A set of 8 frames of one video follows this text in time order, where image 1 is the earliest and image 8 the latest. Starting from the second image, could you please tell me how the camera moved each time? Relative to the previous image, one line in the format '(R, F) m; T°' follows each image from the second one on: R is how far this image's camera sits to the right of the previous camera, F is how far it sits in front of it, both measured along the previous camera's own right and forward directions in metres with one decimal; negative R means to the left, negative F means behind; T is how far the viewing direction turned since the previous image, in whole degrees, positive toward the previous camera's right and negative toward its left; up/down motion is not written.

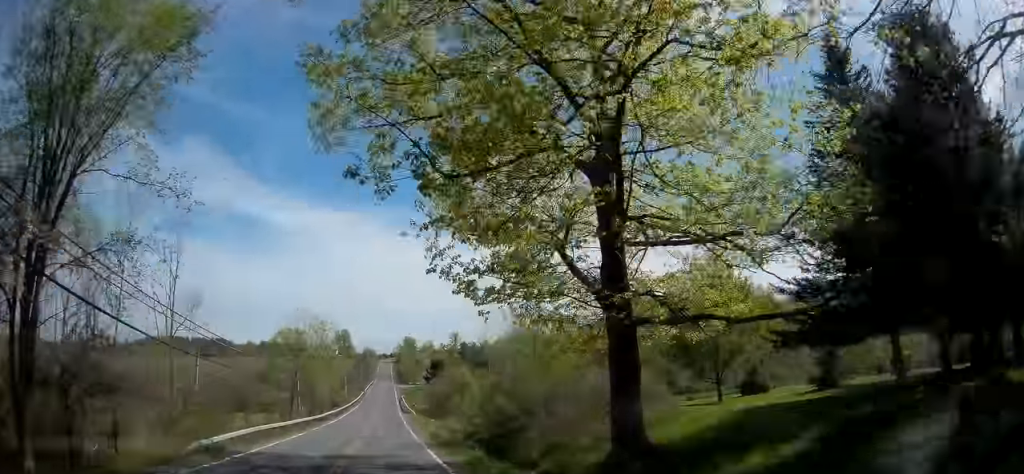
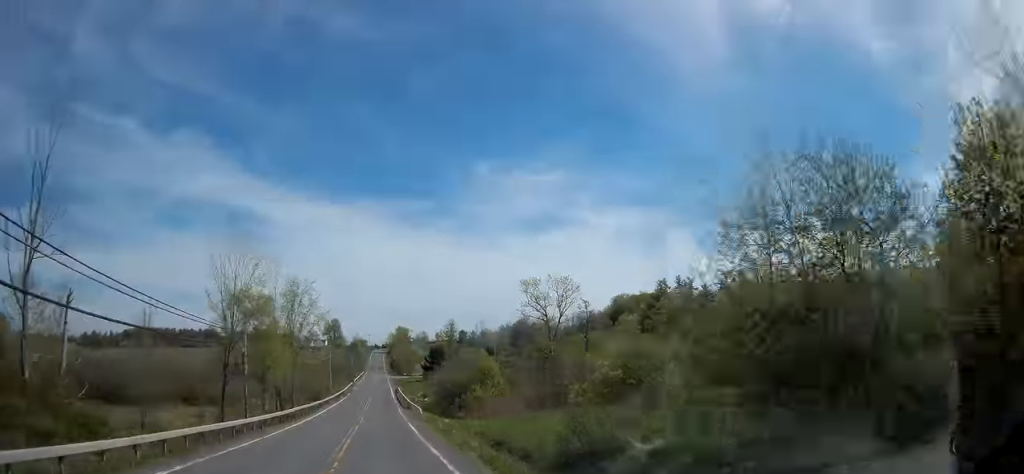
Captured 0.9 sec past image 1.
(0.0, +20.7) m; +1°
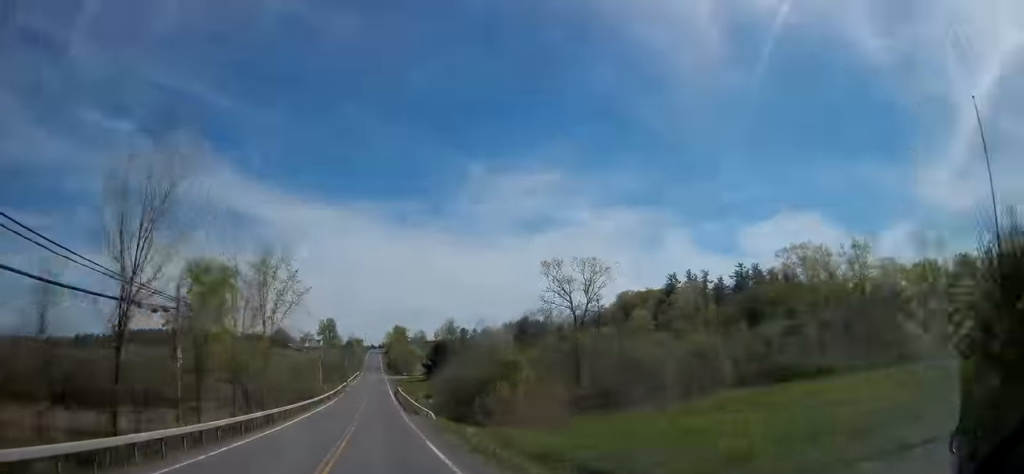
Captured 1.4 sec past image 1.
(-0.1, +12.7) m; 0°
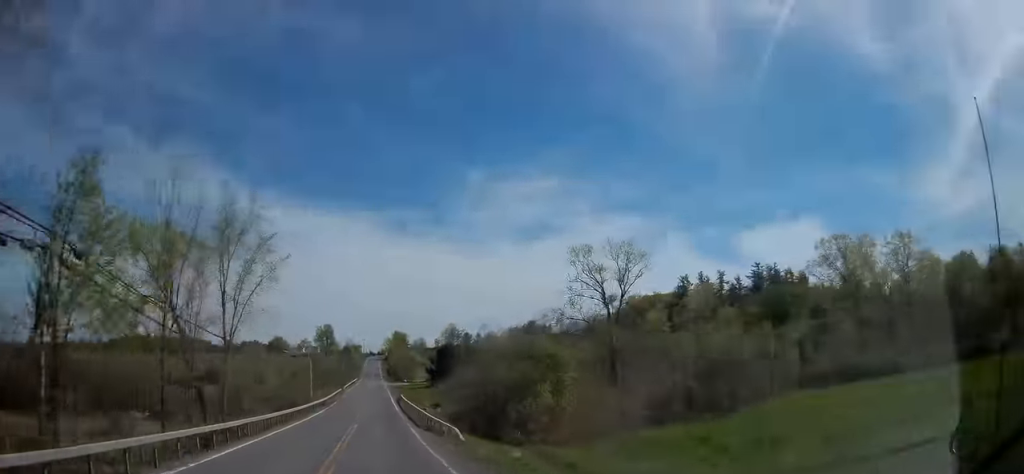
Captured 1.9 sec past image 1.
(+0.2, +11.4) m; 0°
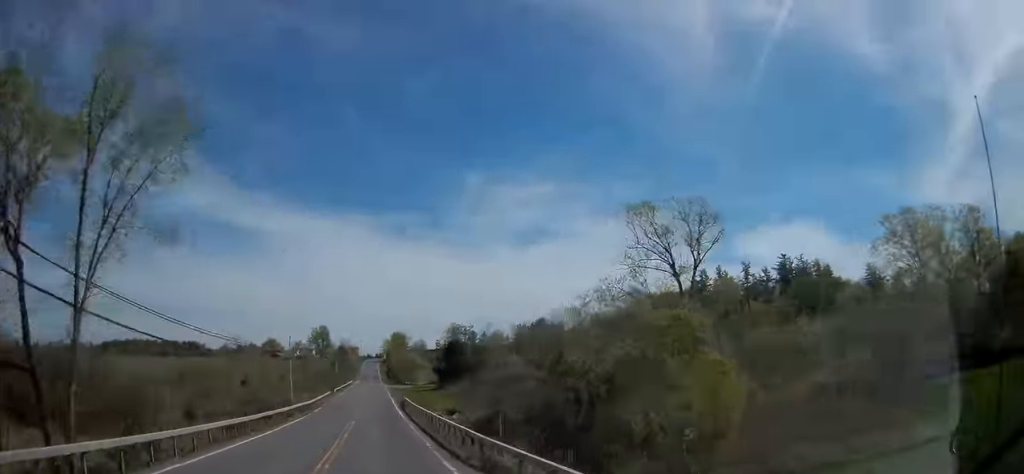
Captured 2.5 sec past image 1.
(+0.1, +16.3) m; +1°
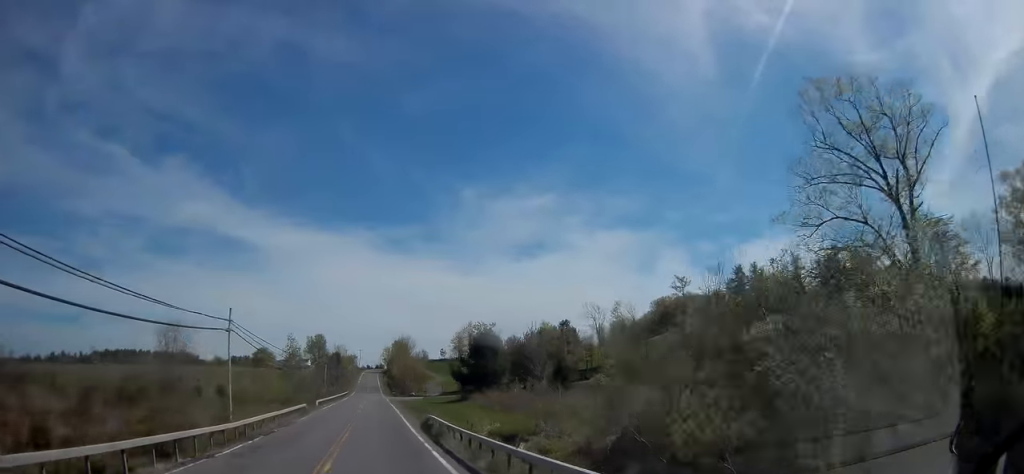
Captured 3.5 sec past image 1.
(0.0, +24.9) m; 0°
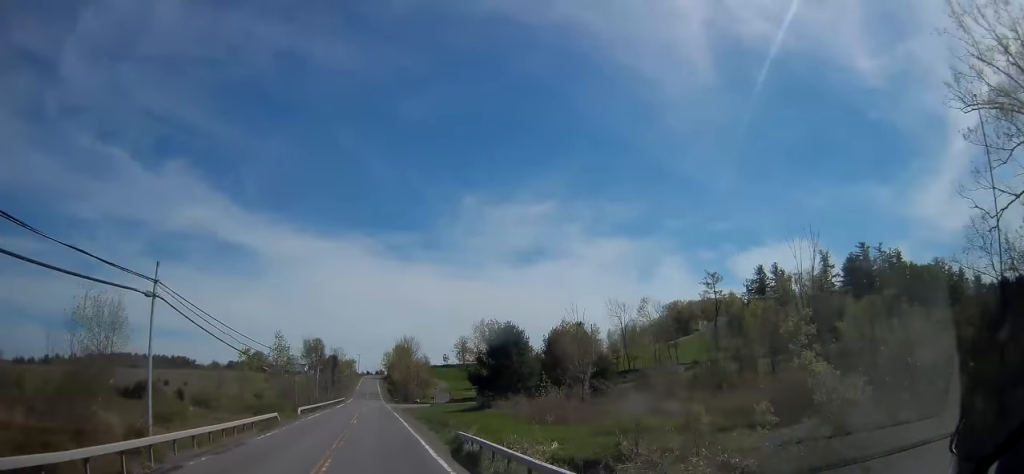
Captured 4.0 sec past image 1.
(0.0, +12.6) m; 0°
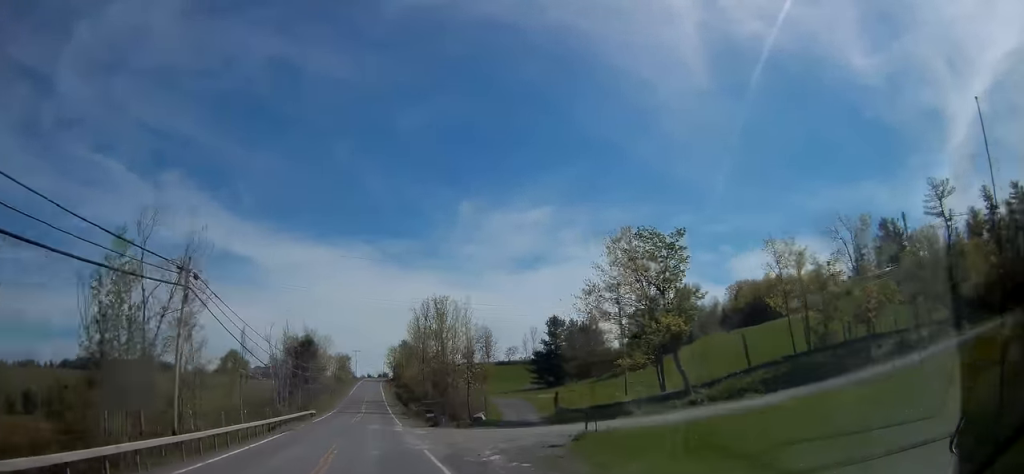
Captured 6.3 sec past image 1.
(+0.1, +59.1) m; 0°
